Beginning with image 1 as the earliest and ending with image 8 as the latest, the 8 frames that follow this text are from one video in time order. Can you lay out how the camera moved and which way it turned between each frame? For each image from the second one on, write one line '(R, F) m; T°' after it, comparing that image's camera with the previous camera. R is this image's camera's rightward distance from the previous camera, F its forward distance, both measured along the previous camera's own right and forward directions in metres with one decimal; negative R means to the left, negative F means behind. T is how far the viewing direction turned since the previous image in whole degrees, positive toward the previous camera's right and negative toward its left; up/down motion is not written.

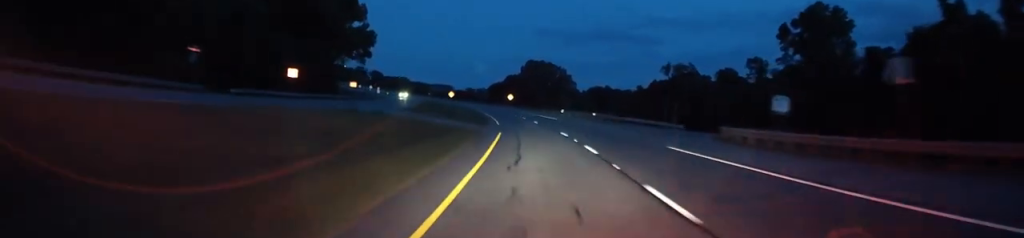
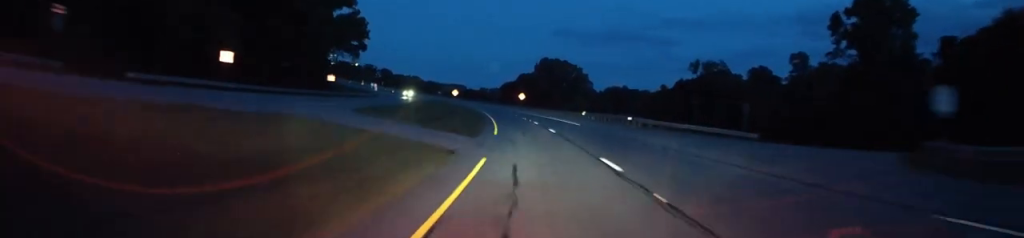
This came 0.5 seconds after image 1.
(-0.1, +16.6) m; -1°
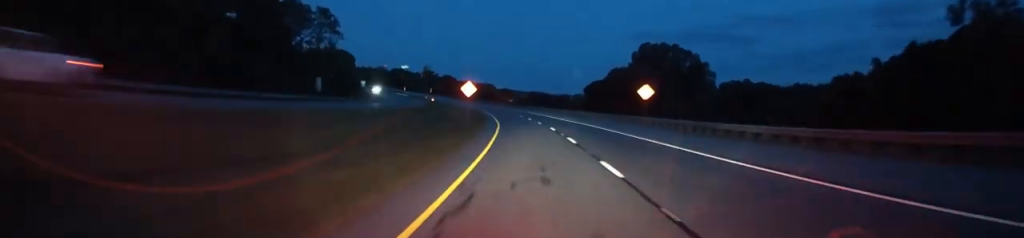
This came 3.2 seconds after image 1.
(-5.5, +83.9) m; -8°
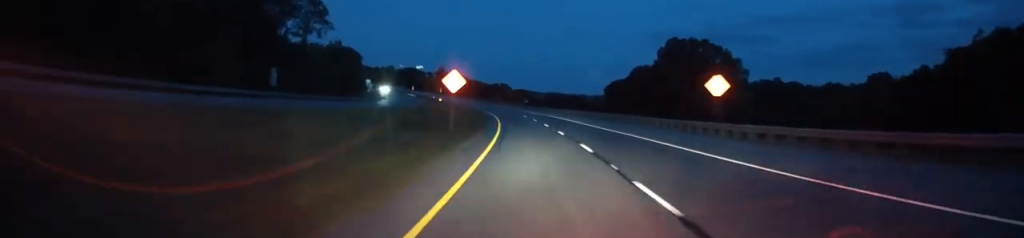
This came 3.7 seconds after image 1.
(-0.4, +17.2) m; -2°
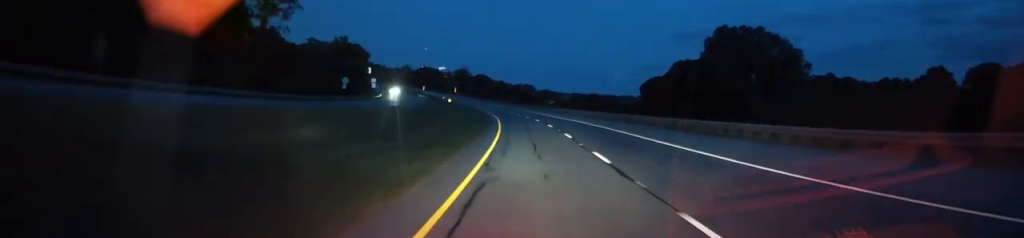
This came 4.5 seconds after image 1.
(-0.8, +26.7) m; -3°
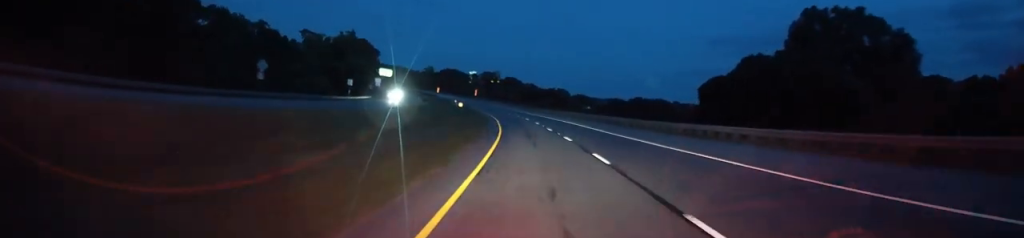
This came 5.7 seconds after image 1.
(-1.3, +36.9) m; -3°
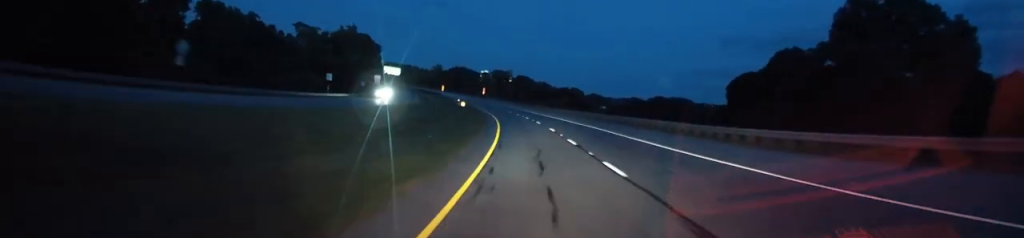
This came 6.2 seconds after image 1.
(-0.1, +14.7) m; -1°
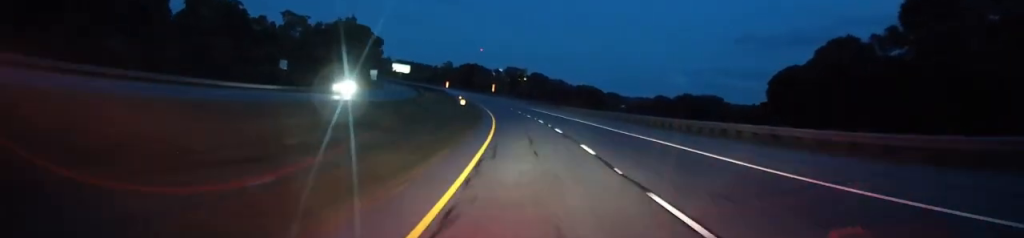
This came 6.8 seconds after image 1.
(-0.3, +19.2) m; -1°
